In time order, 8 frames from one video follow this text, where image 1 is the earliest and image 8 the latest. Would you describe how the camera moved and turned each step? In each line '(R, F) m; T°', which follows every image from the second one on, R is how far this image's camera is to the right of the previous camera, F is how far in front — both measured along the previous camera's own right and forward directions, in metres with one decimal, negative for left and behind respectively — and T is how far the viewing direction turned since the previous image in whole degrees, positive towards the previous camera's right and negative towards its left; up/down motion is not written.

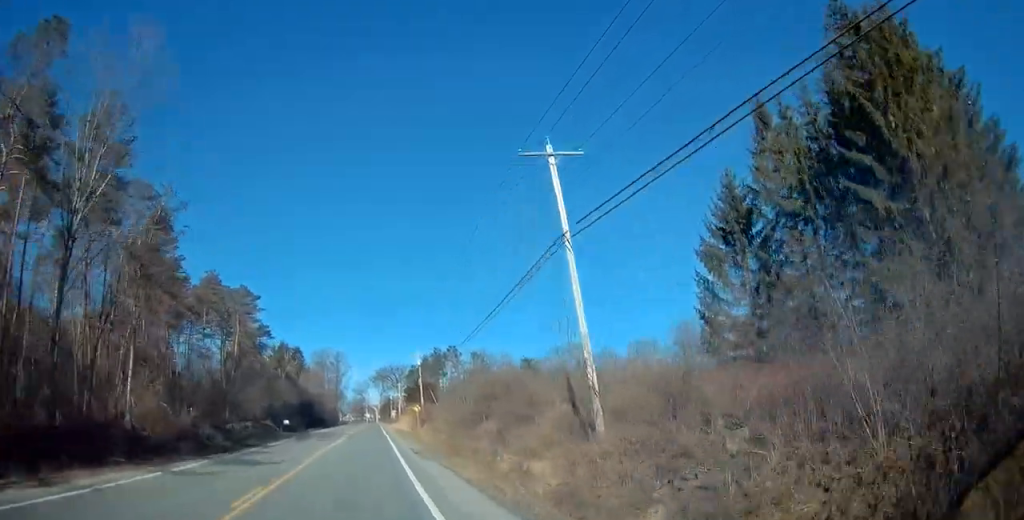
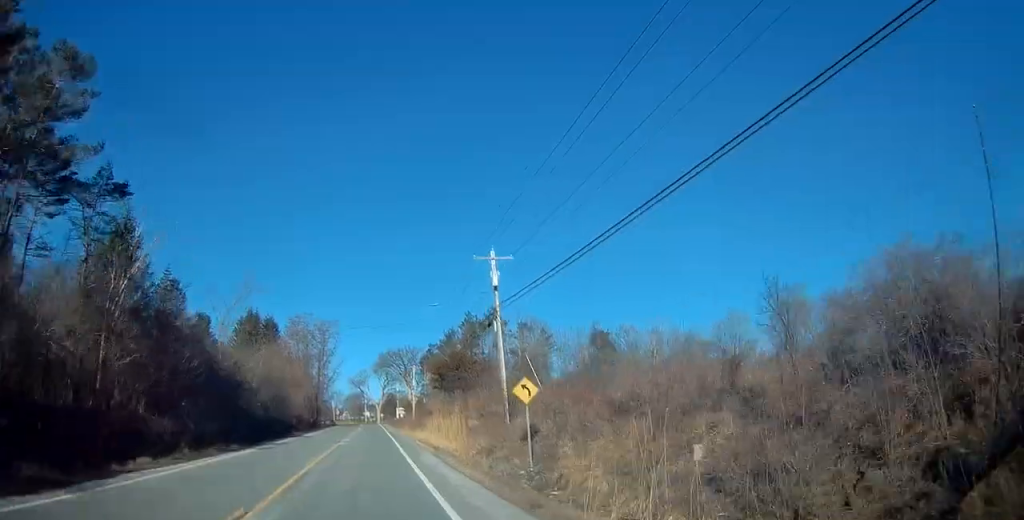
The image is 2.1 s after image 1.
(-0.6, +51.3) m; -1°
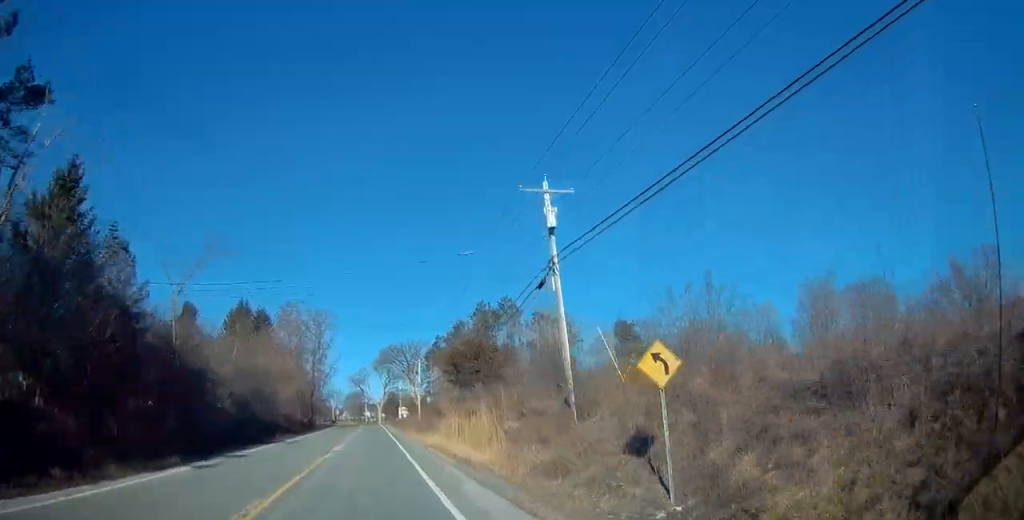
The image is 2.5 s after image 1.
(+0.1, +10.7) m; 0°
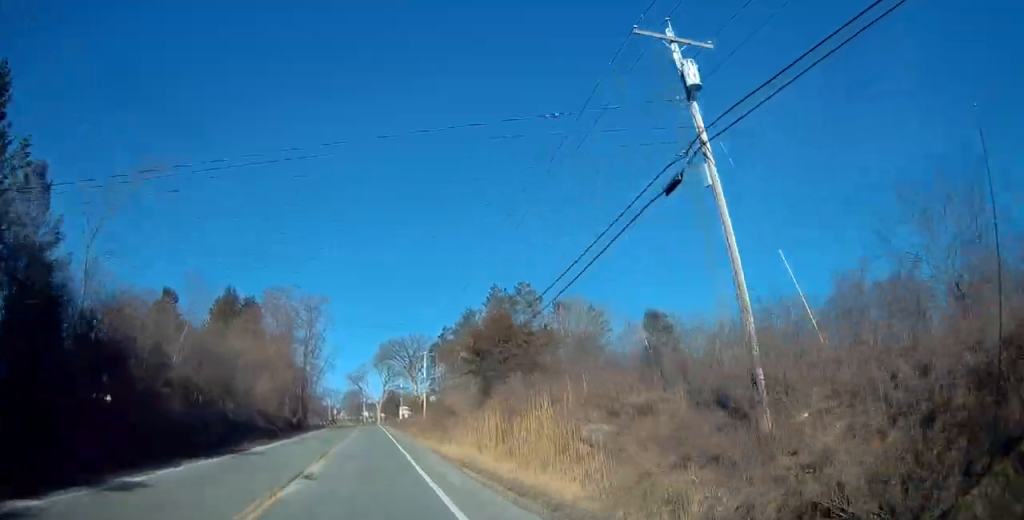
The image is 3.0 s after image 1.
(0.0, +11.6) m; 0°
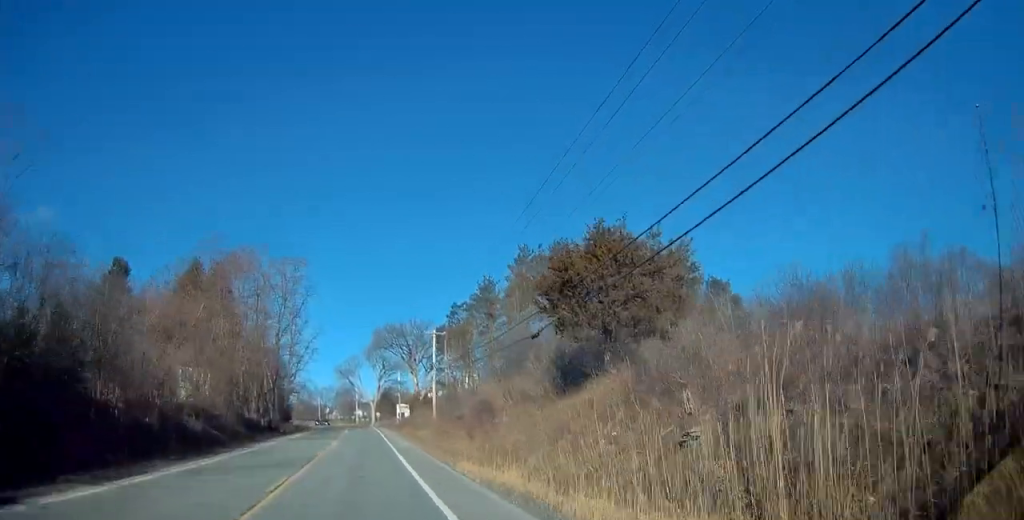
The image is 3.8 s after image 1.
(0.0, +19.8) m; 0°
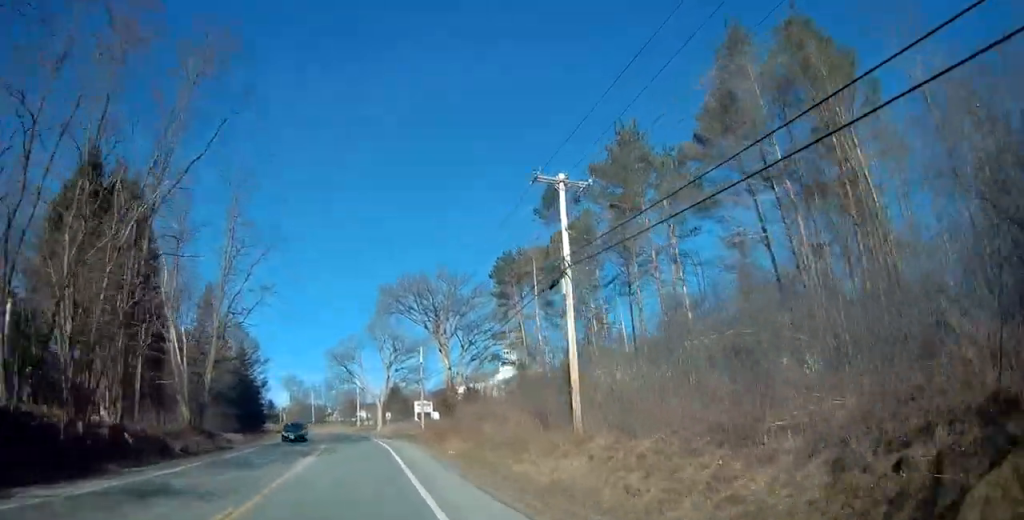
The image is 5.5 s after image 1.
(-0.3, +41.9) m; 0°
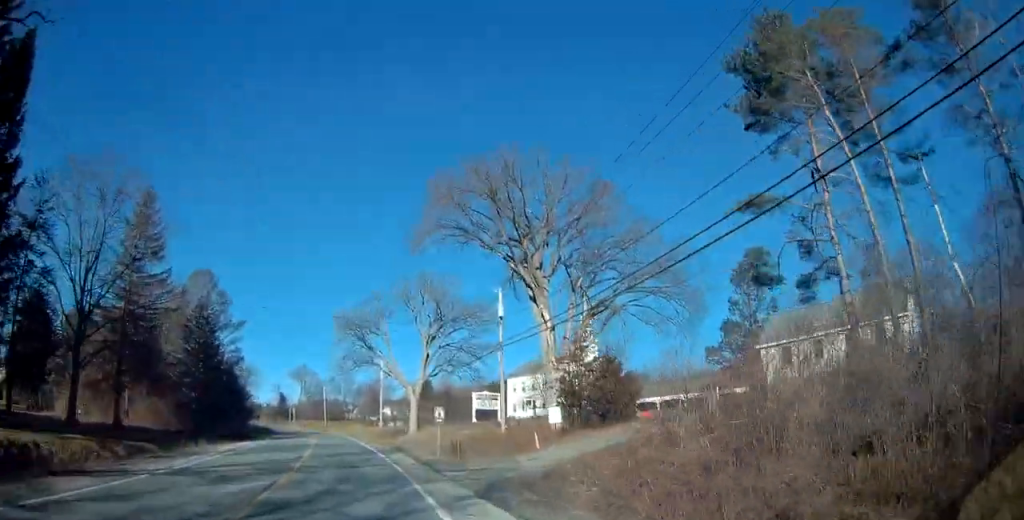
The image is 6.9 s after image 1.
(0.0, +34.9) m; -1°
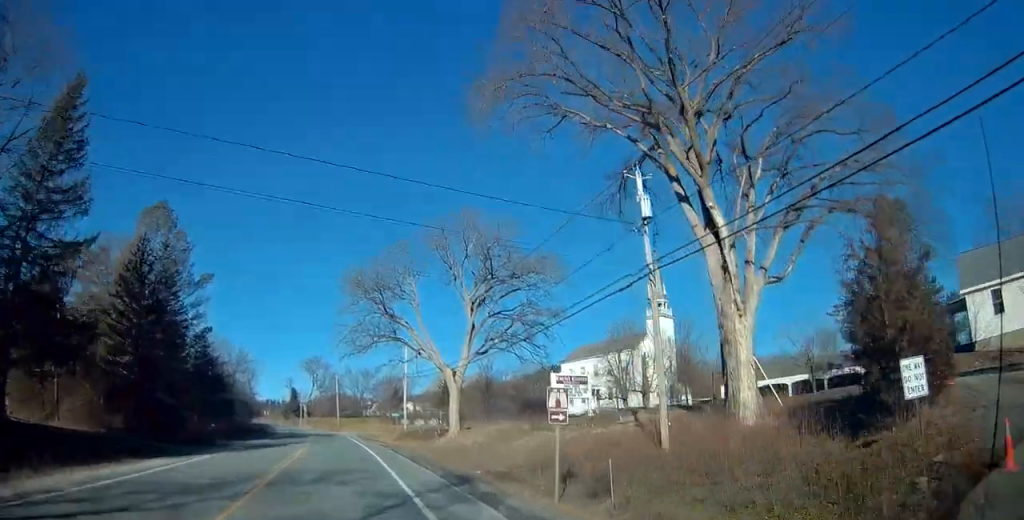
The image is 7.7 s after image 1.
(-0.2, +20.3) m; -2°
